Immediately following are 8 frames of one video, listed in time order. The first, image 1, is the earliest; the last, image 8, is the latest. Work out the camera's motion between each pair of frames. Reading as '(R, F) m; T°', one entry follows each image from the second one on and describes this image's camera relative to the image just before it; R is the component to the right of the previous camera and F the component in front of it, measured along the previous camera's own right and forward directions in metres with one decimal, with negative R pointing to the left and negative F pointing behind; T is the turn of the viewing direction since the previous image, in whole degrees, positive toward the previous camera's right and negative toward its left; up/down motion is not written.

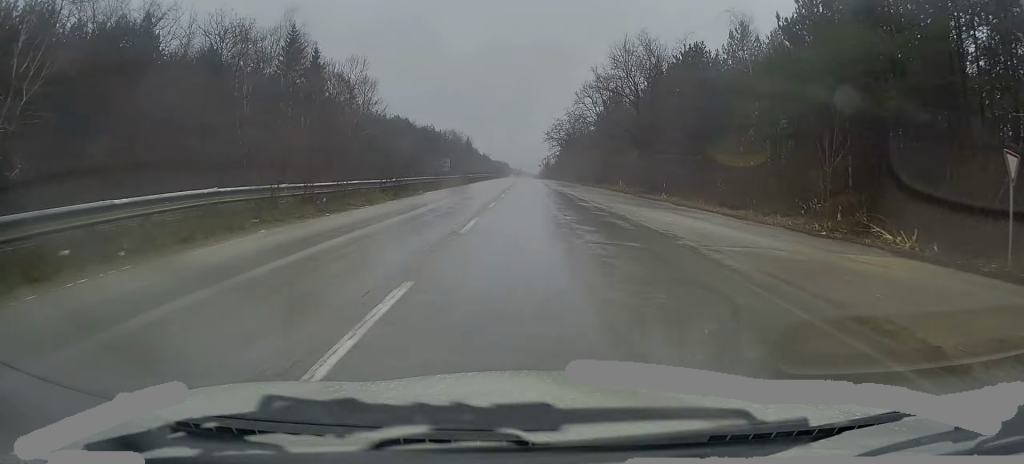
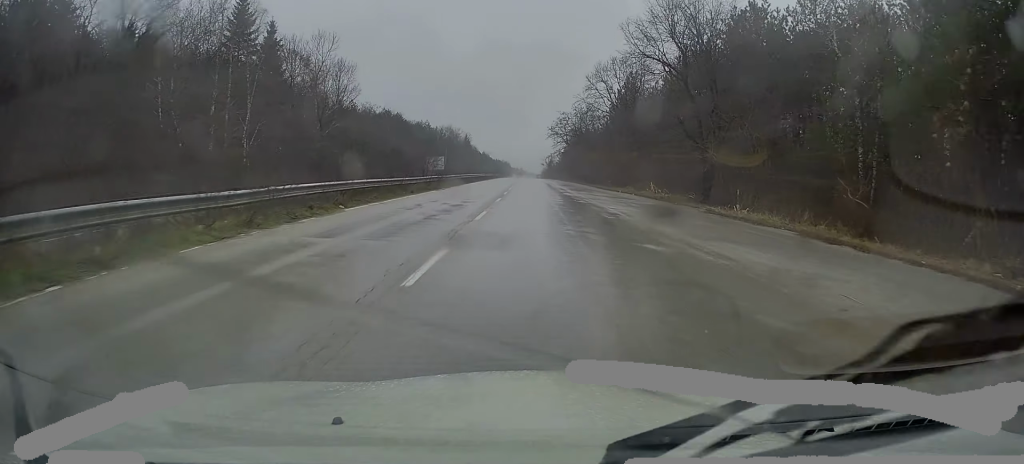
(-0.2, +14.6) m; -1°
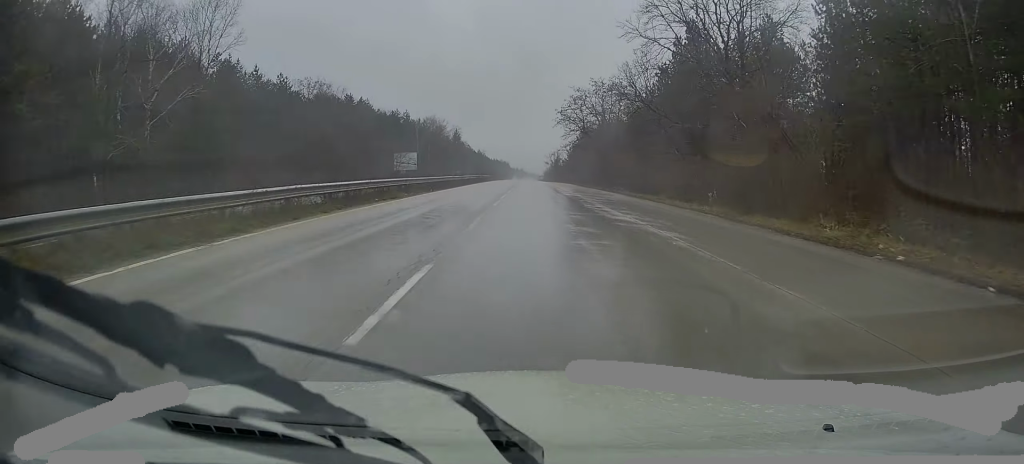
(0.0, +37.5) m; 0°
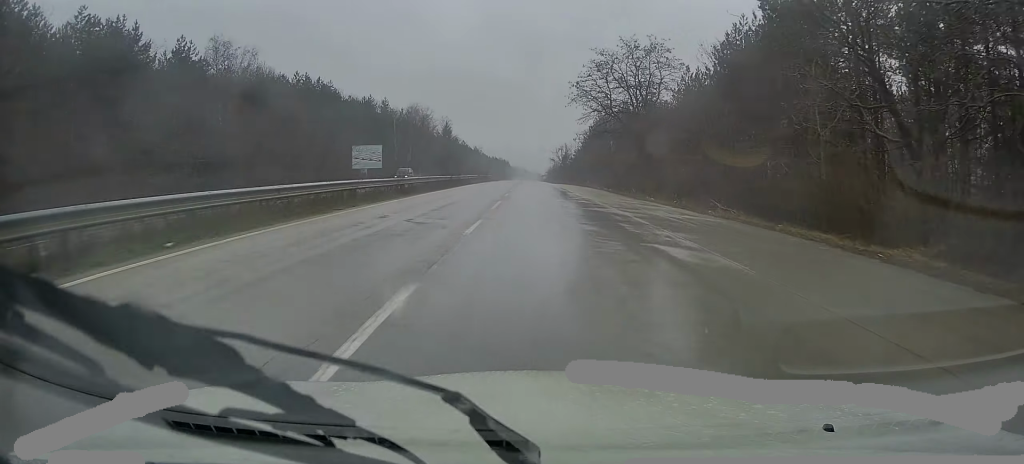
(-0.1, +27.9) m; 0°
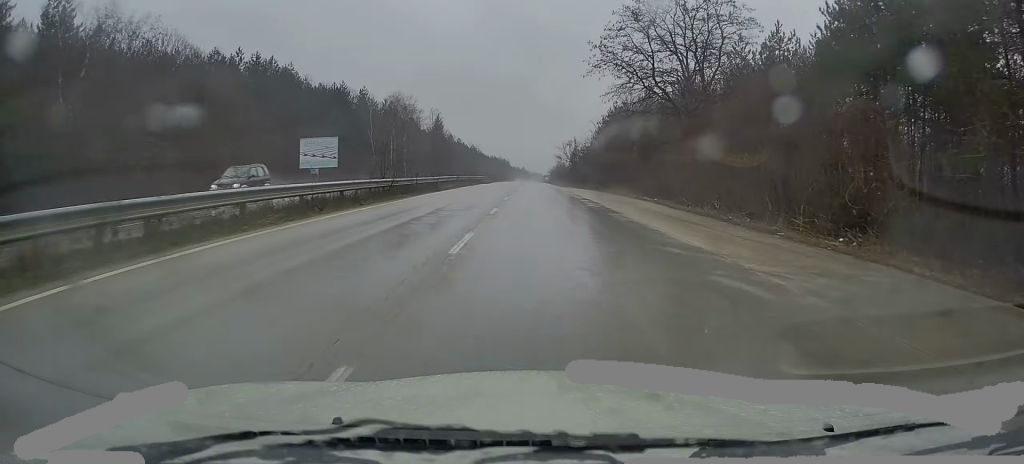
(0.0, +20.6) m; 0°
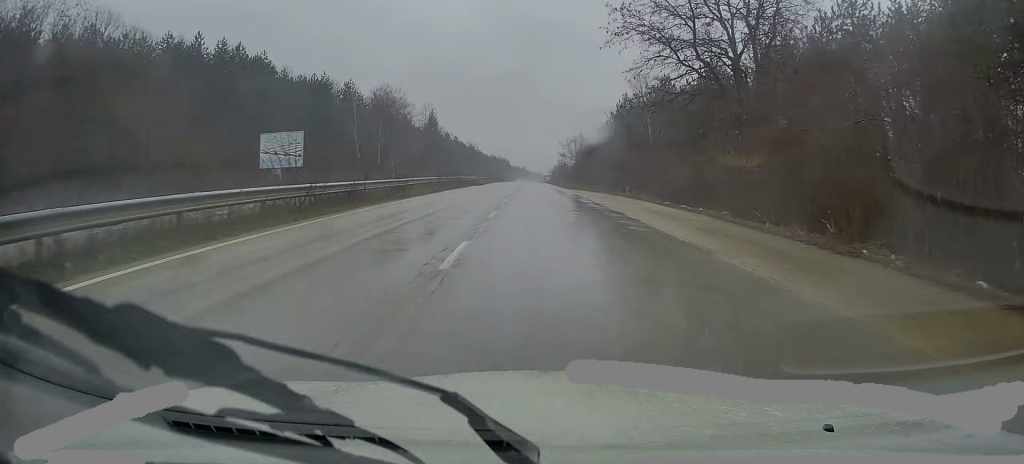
(0.0, +10.4) m; 0°
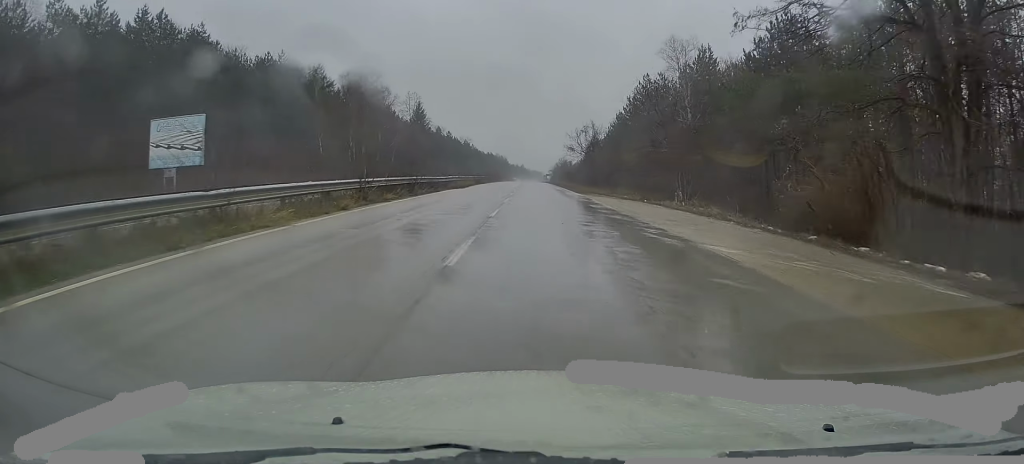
(0.0, +17.8) m; 0°
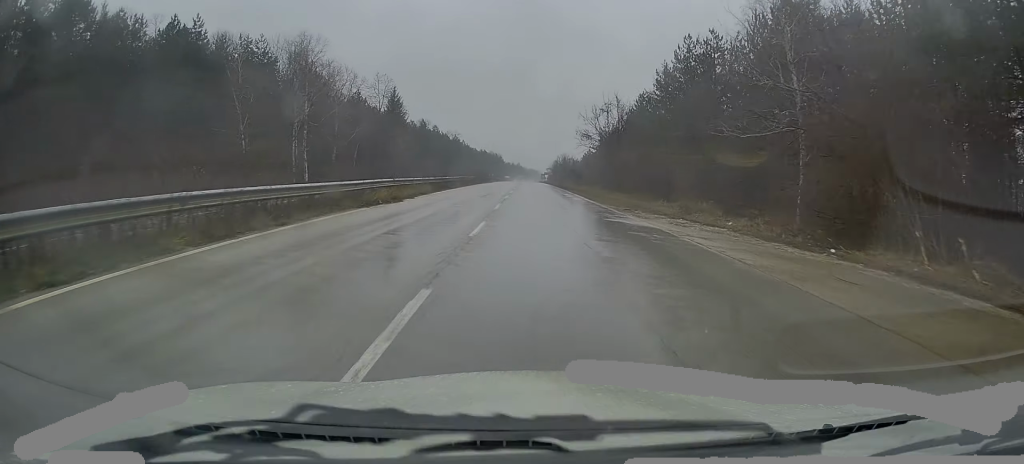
(+0.1, +22.2) m; +1°
